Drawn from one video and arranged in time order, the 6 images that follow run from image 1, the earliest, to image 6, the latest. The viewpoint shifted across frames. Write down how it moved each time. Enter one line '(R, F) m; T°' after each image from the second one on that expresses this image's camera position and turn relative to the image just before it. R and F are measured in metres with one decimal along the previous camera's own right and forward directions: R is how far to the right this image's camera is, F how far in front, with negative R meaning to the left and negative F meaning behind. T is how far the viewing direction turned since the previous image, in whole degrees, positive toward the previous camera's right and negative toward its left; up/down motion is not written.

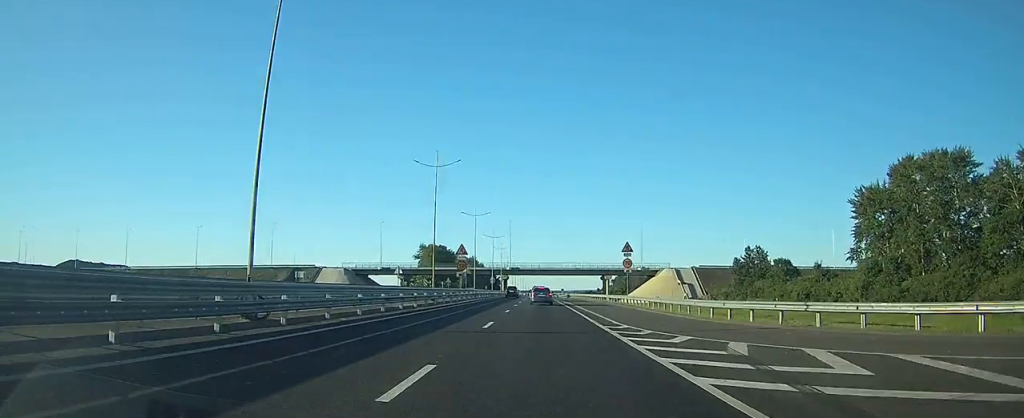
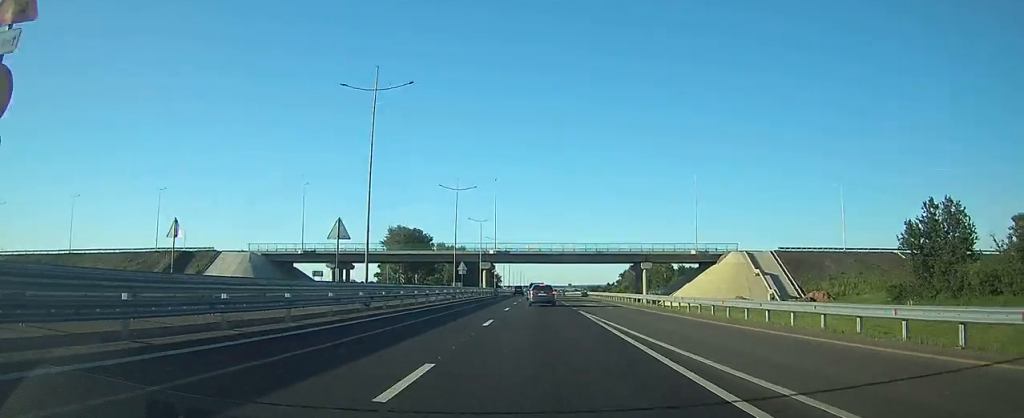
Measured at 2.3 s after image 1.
(+0.1, +47.6) m; 0°
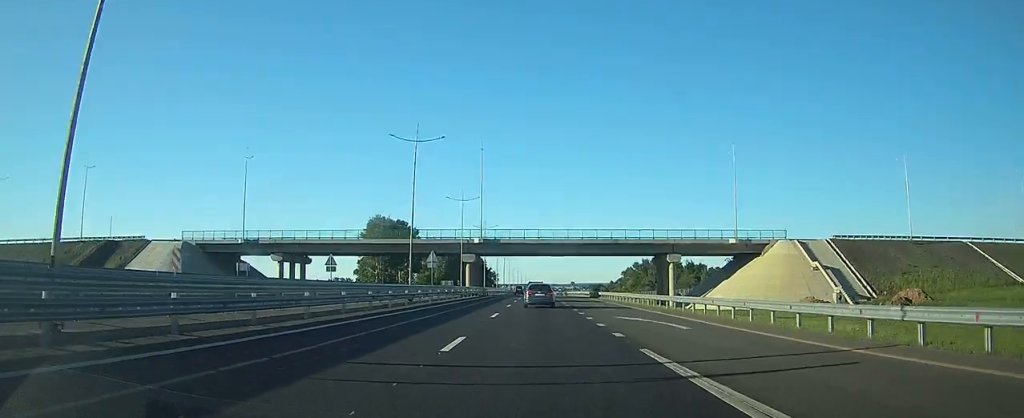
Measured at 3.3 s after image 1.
(0.0, +19.6) m; 0°
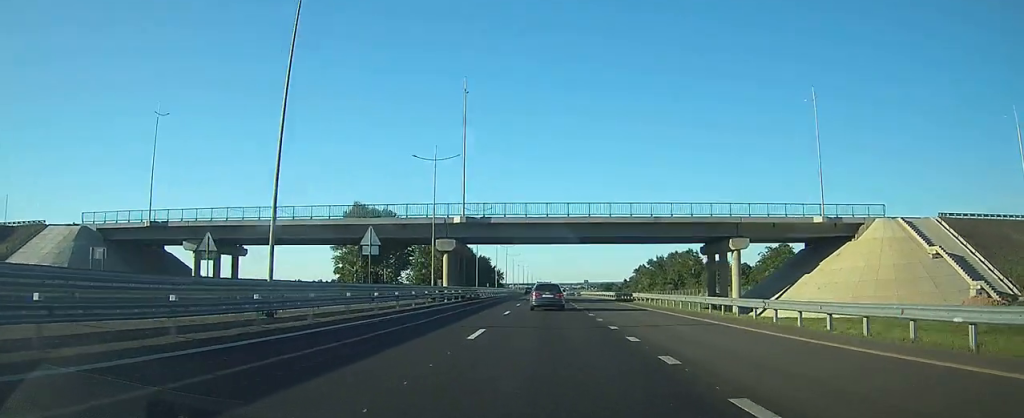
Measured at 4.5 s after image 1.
(+0.1, +22.0) m; 0°
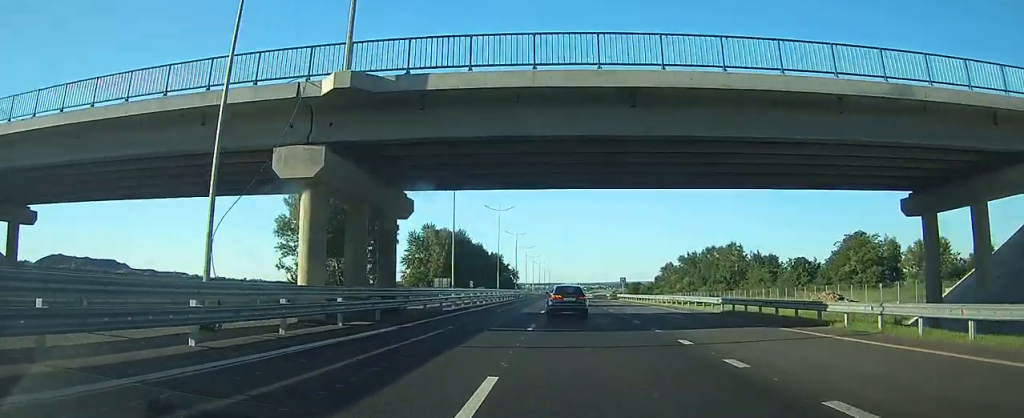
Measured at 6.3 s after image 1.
(-0.2, +32.8) m; -1°
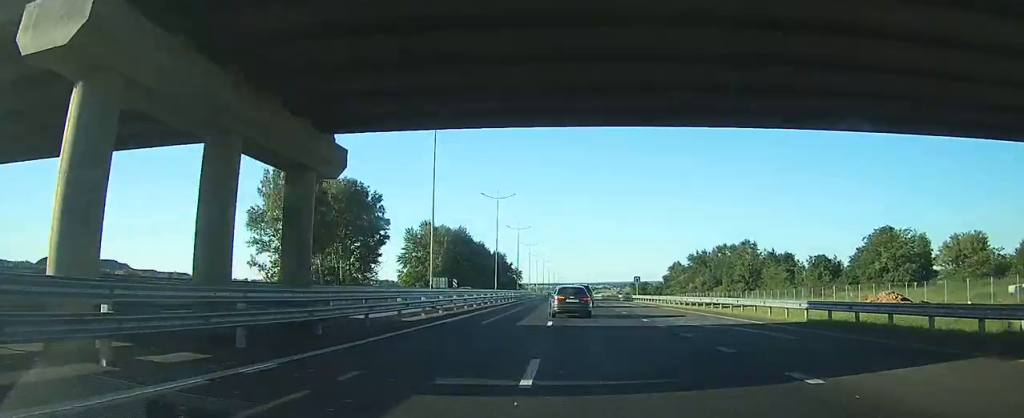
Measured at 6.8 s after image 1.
(-0.1, +9.7) m; 0°
